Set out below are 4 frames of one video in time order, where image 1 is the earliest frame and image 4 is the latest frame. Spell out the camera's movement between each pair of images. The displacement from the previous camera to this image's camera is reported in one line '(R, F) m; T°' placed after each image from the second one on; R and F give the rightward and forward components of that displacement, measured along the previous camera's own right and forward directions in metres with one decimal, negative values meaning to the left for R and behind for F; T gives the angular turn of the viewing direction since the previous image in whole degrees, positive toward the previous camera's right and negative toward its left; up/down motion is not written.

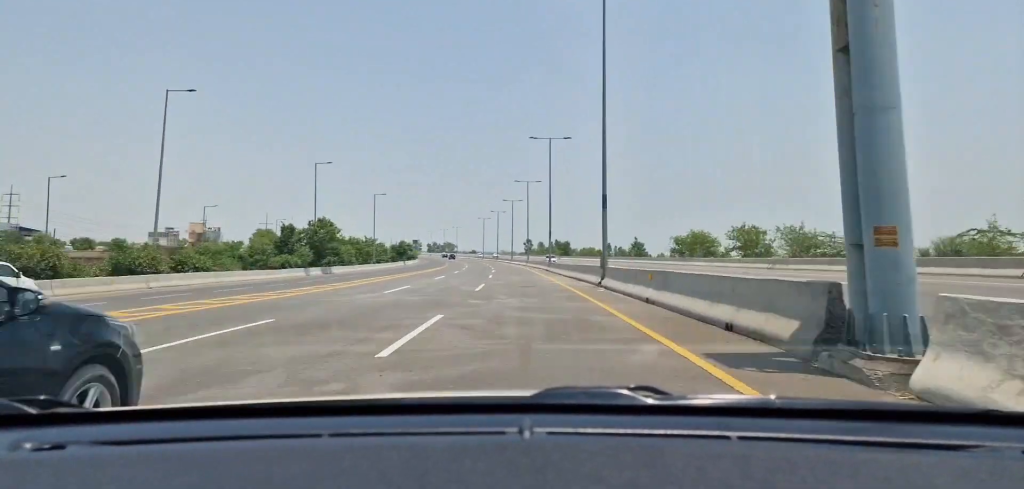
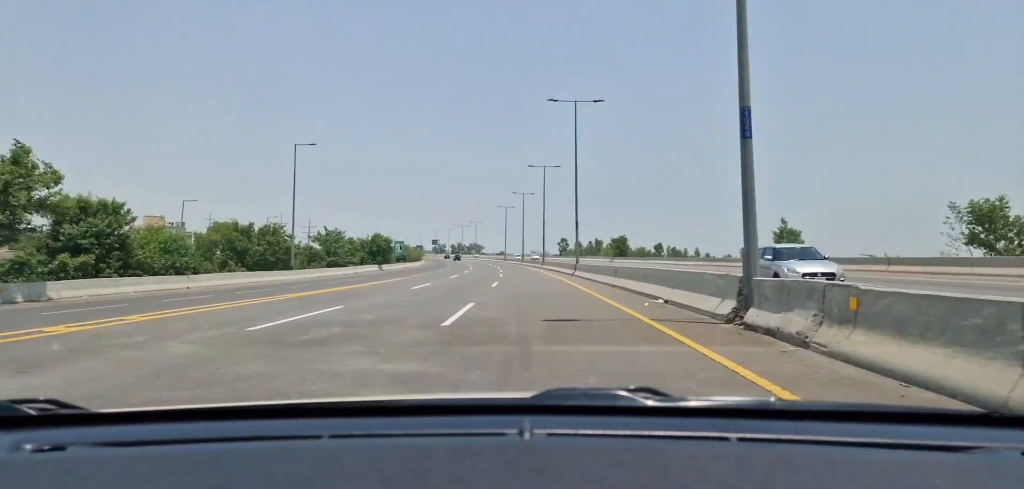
(-1.2, +51.0) m; -3°
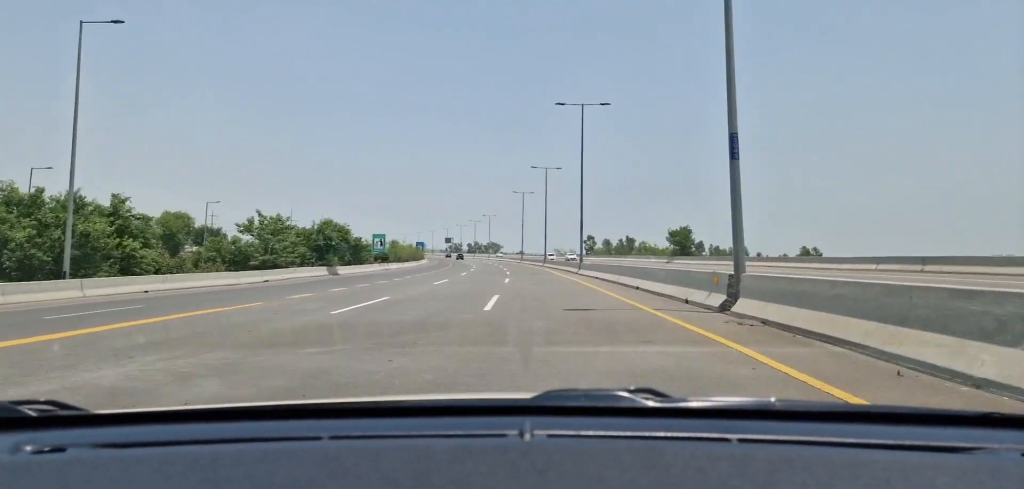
(-0.5, +30.9) m; -2°
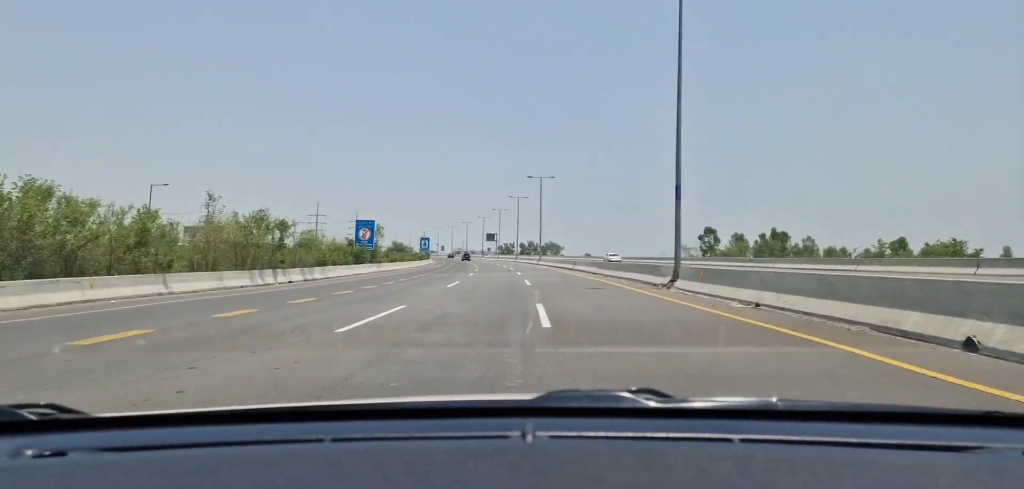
(-4.6, +94.2) m; -5°
